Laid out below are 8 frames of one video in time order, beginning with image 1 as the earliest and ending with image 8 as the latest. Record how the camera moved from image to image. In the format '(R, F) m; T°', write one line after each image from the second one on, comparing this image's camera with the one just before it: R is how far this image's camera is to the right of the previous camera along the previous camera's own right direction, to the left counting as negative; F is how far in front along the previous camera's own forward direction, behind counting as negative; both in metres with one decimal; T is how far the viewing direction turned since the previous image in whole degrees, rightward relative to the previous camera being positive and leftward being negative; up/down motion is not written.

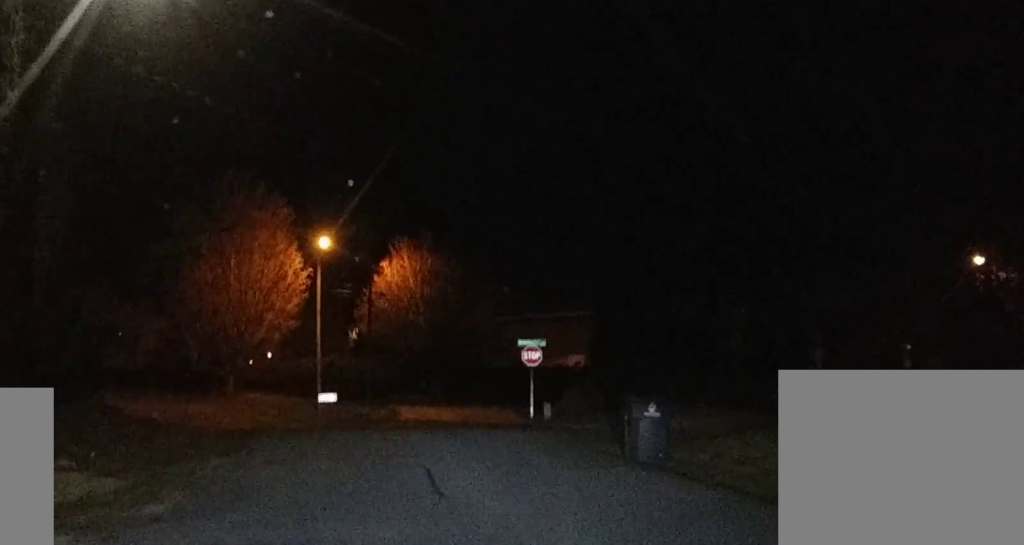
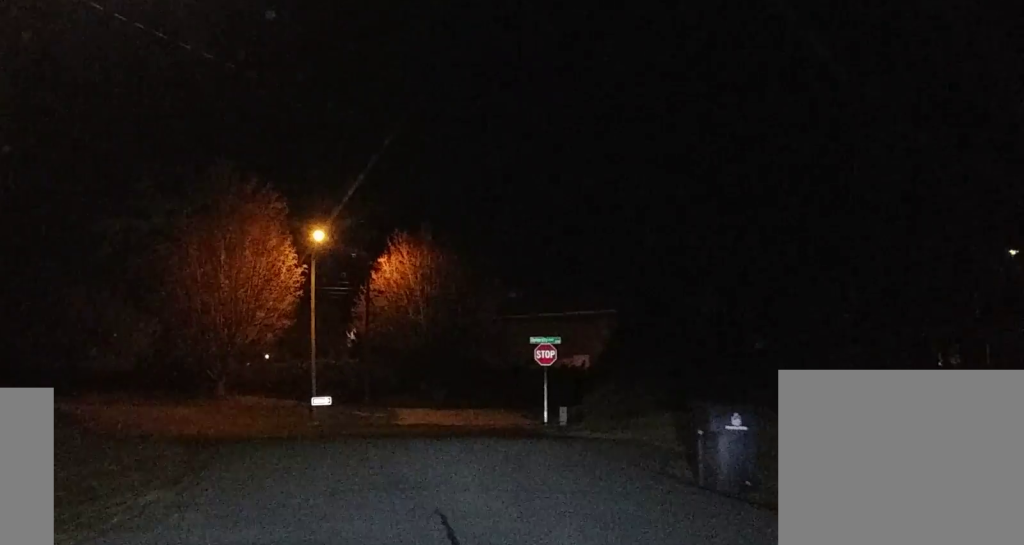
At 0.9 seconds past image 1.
(+0.1, +4.0) m; +2°
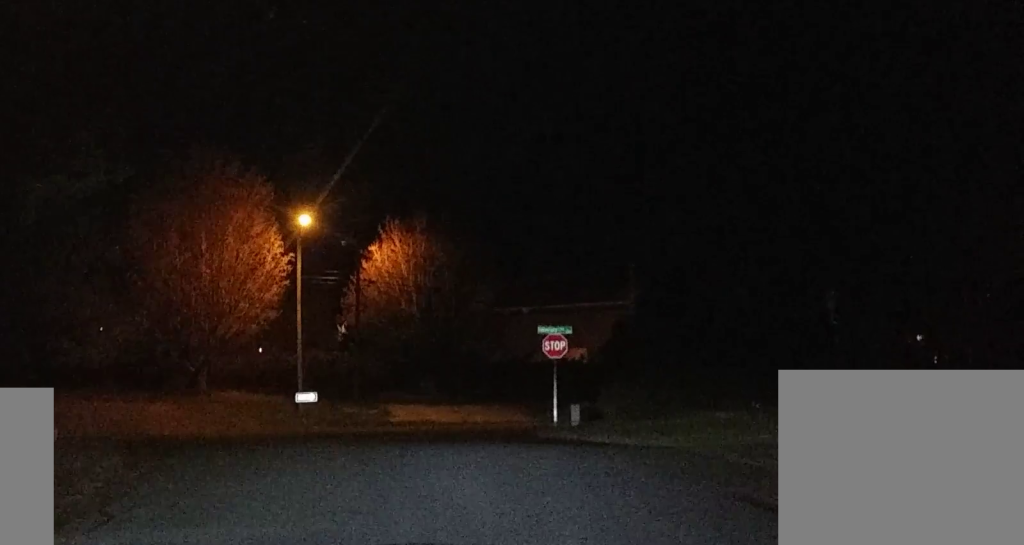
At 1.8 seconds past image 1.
(+0.1, +4.0) m; +1°
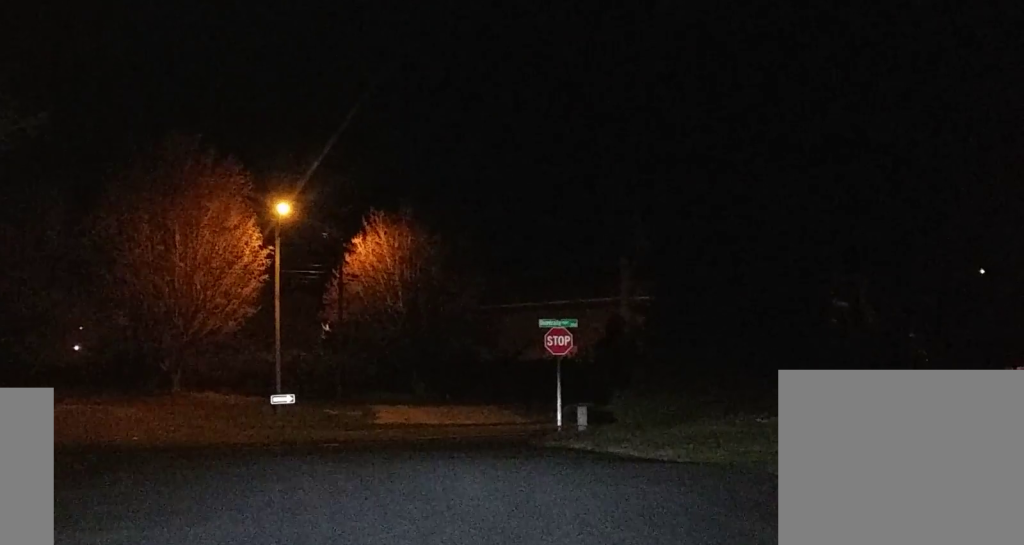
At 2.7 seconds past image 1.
(0.0, +3.9) m; -1°
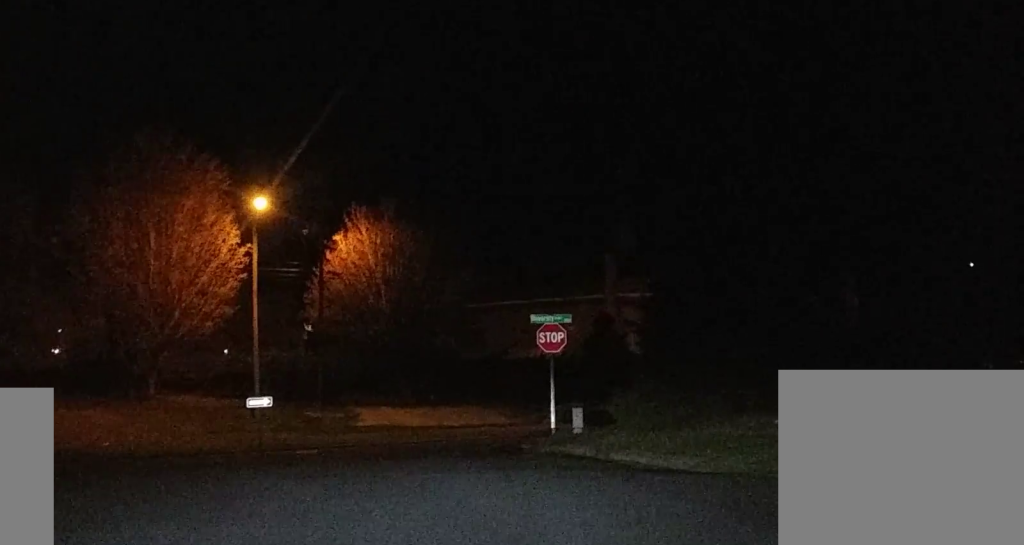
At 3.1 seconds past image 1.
(0.0, +1.8) m; -1°
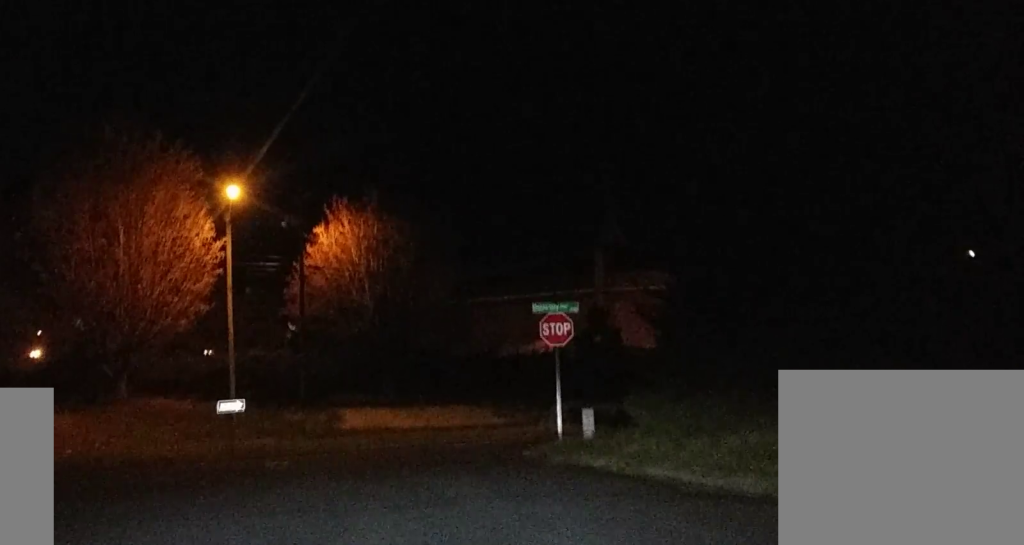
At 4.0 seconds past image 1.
(-0.1, +3.6) m; +1°
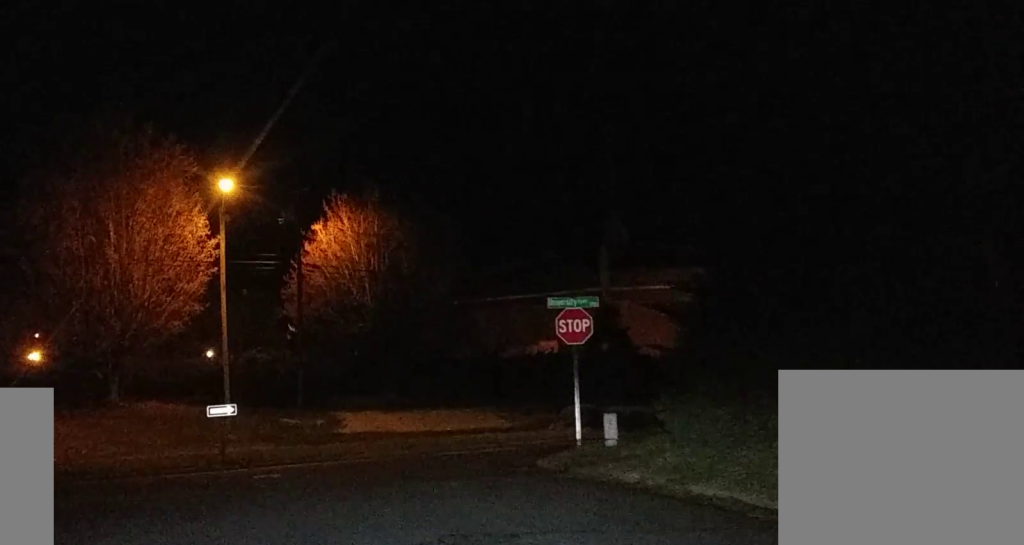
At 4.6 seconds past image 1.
(+0.1, +2.5) m; +2°
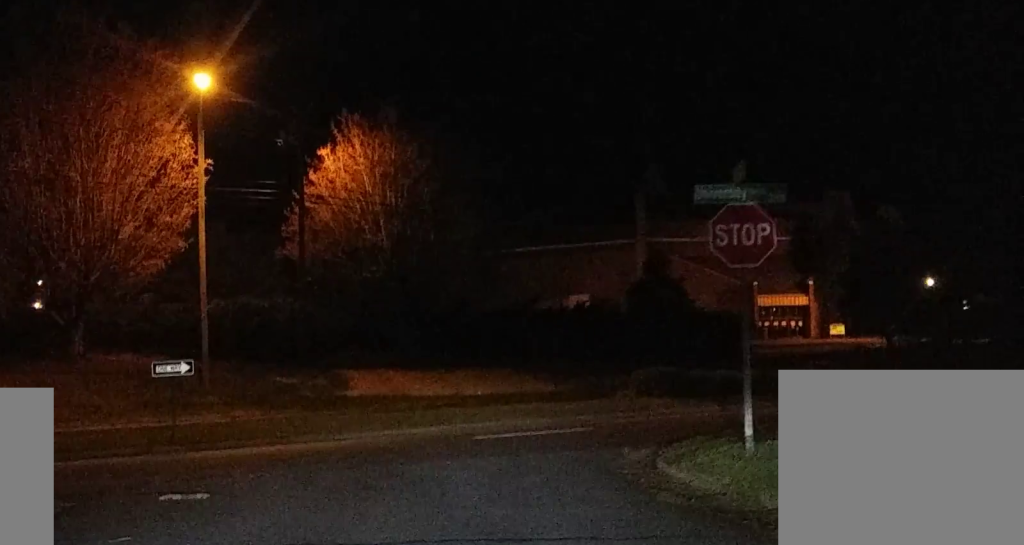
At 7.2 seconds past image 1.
(+0.1, +10.5) m; 0°
